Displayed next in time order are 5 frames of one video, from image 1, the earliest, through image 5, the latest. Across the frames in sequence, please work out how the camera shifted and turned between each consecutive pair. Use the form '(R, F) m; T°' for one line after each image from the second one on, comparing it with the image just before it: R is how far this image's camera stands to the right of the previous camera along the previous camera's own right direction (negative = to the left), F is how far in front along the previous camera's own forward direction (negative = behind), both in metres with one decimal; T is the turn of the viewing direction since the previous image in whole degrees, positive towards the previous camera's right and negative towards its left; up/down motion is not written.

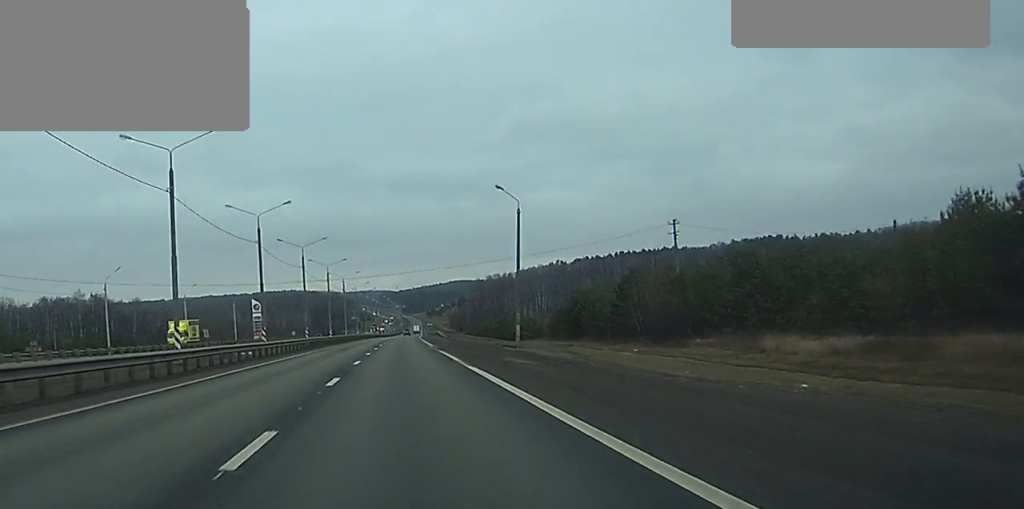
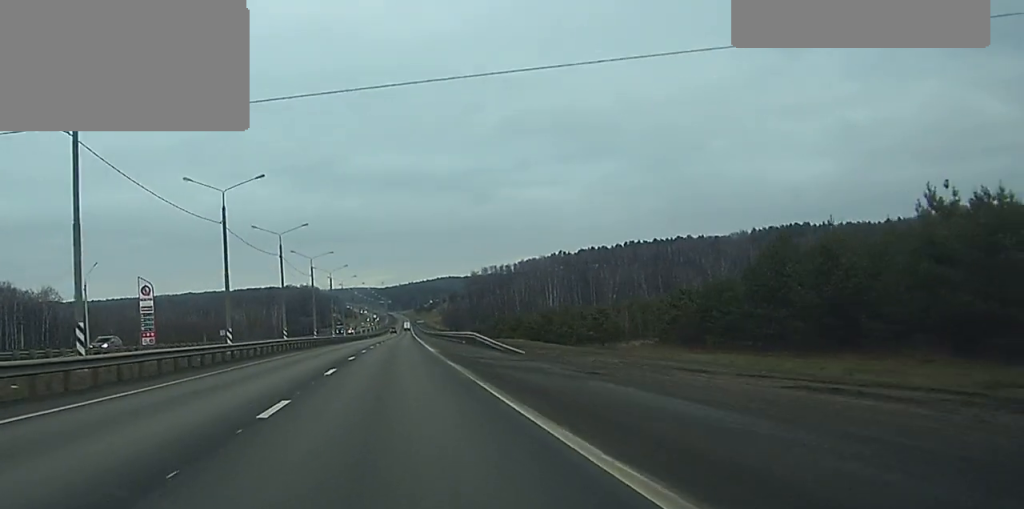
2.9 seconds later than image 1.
(+1.6, +83.9) m; +1°
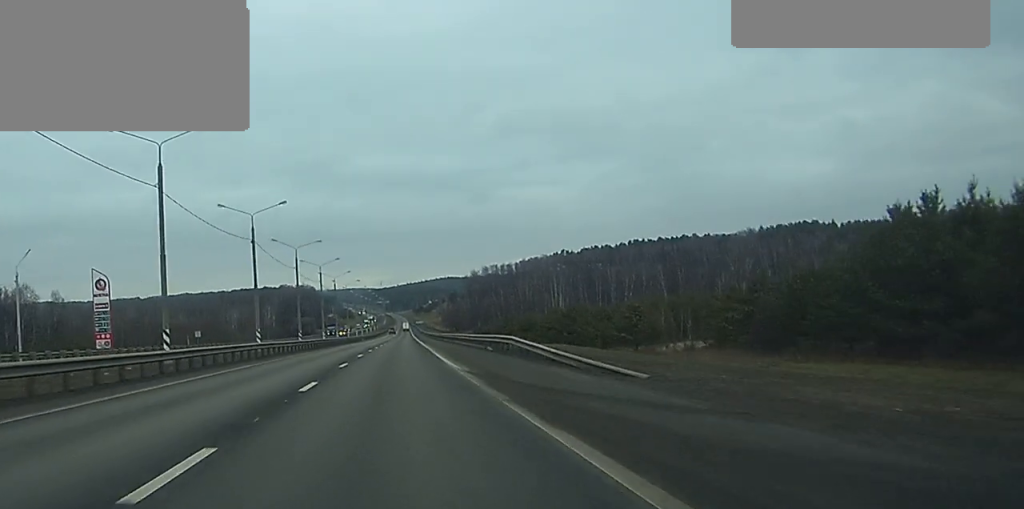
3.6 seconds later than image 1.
(0.0, +18.6) m; 0°
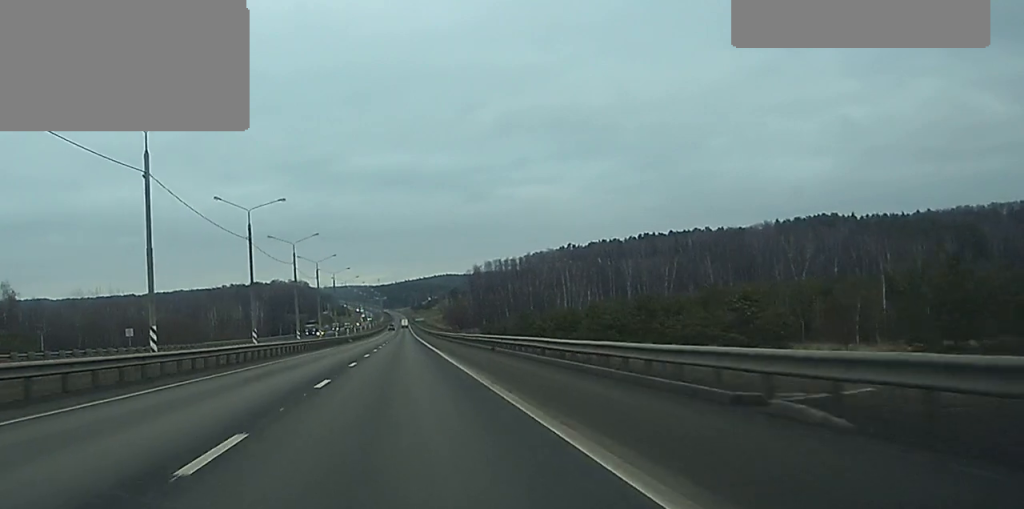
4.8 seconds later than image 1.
(+0.1, +34.9) m; 0°
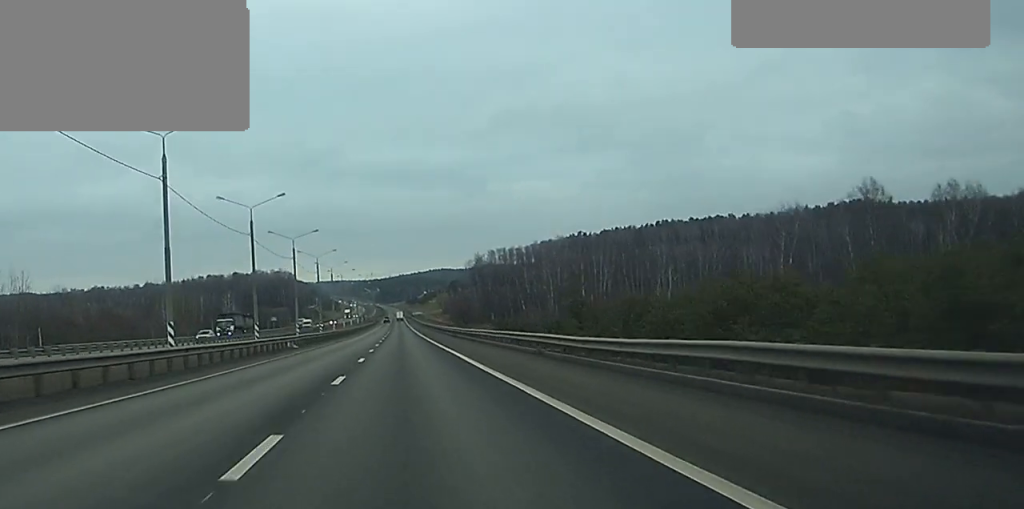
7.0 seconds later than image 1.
(-0.3, +60.2) m; 0°
